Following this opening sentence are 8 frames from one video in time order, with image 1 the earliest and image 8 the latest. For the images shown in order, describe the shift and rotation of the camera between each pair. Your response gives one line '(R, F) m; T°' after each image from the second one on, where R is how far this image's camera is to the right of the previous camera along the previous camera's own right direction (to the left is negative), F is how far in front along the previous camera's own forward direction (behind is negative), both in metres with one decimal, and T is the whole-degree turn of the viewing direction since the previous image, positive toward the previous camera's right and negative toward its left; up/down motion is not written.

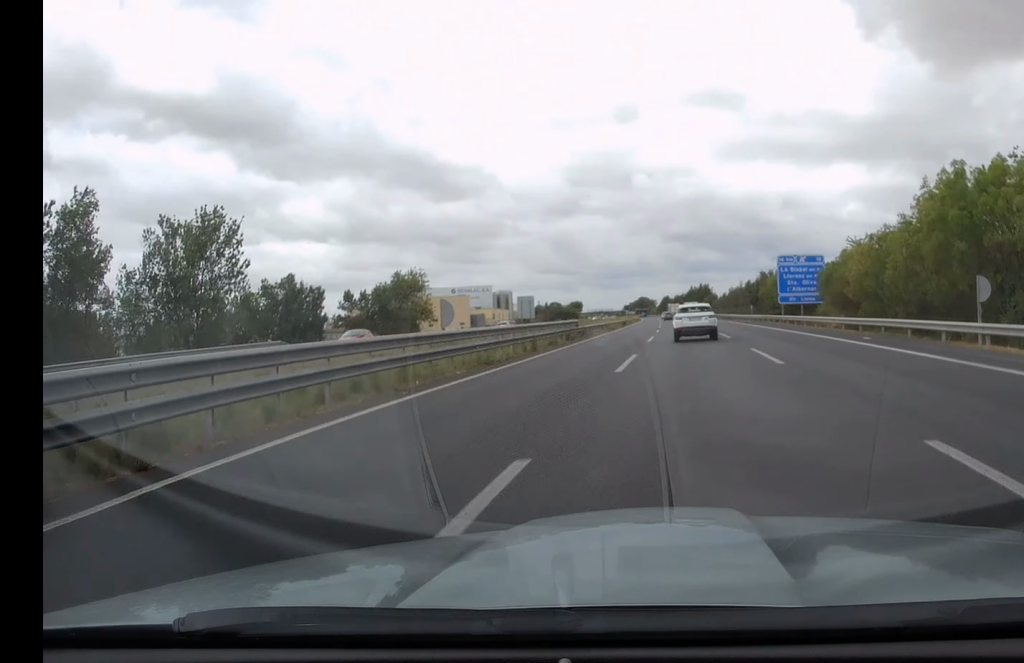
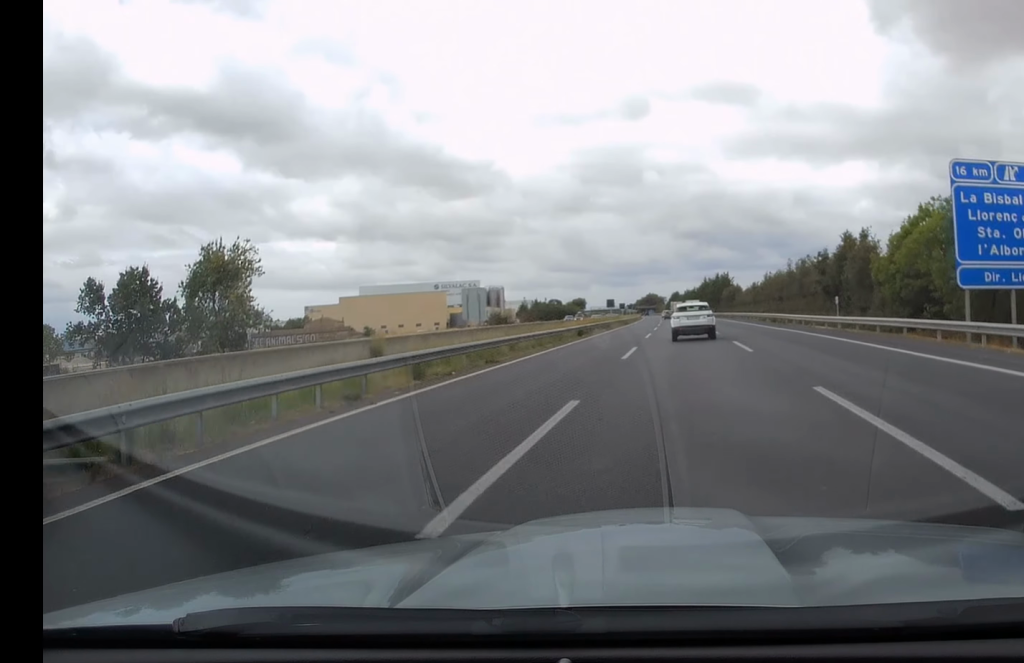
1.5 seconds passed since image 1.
(-0.6, +47.5) m; -1°
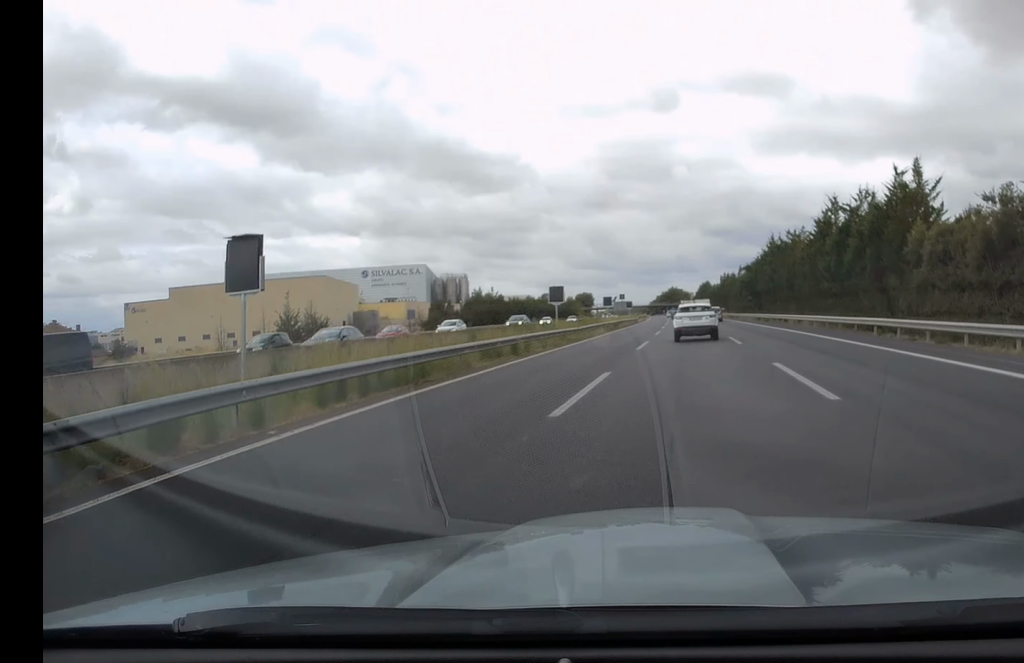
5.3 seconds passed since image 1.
(-1.1, +116.9) m; -2°
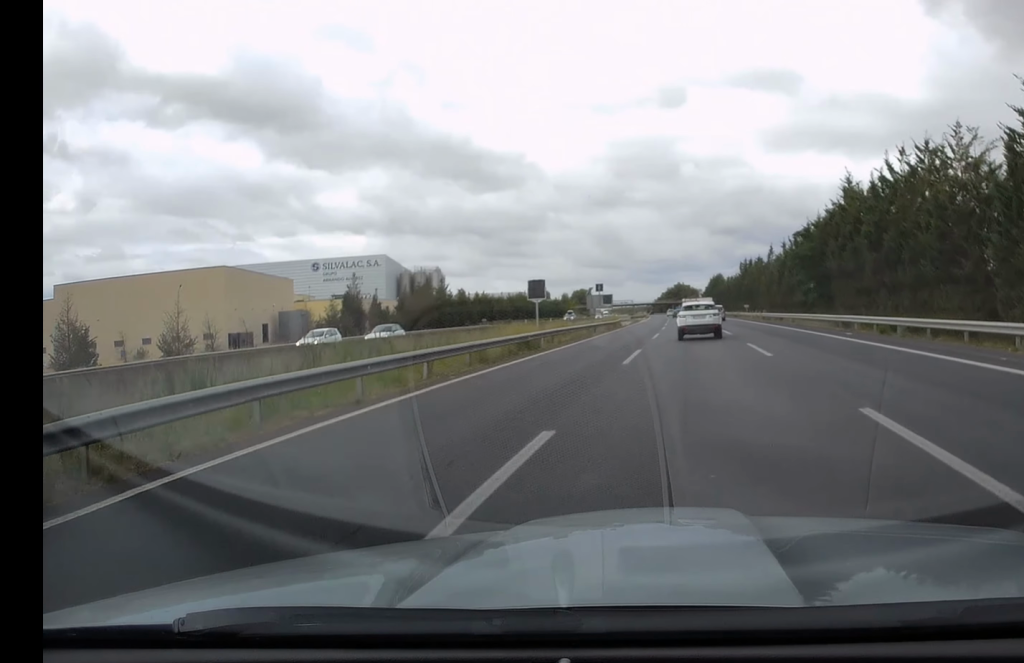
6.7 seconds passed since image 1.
(-0.3, +43.5) m; -1°
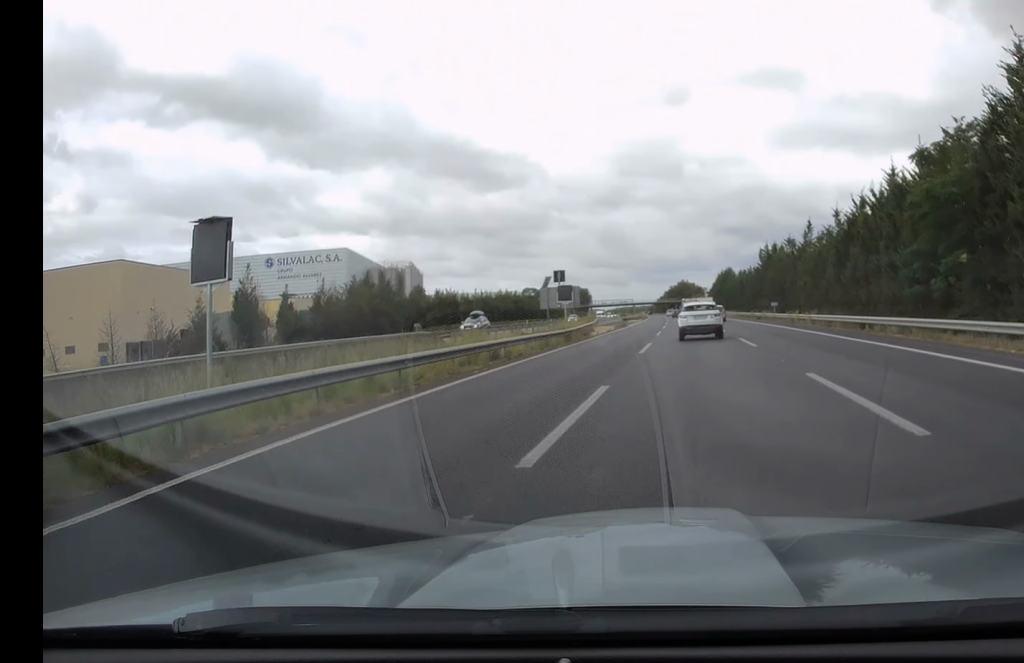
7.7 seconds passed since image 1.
(-0.3, +30.0) m; 0°
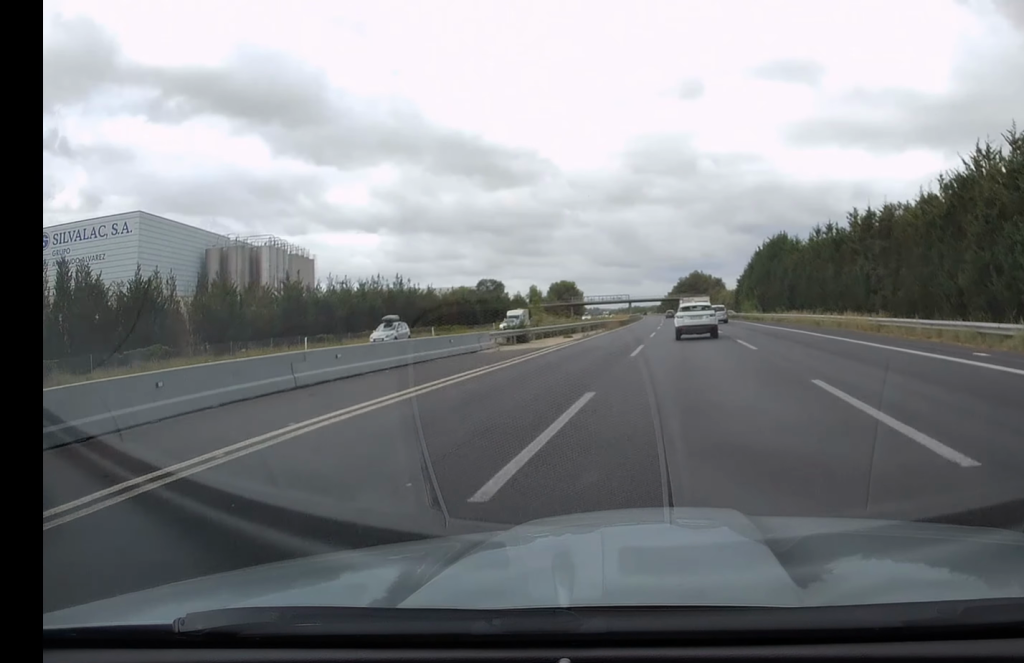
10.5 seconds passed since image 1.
(-0.6, +89.3) m; -1°
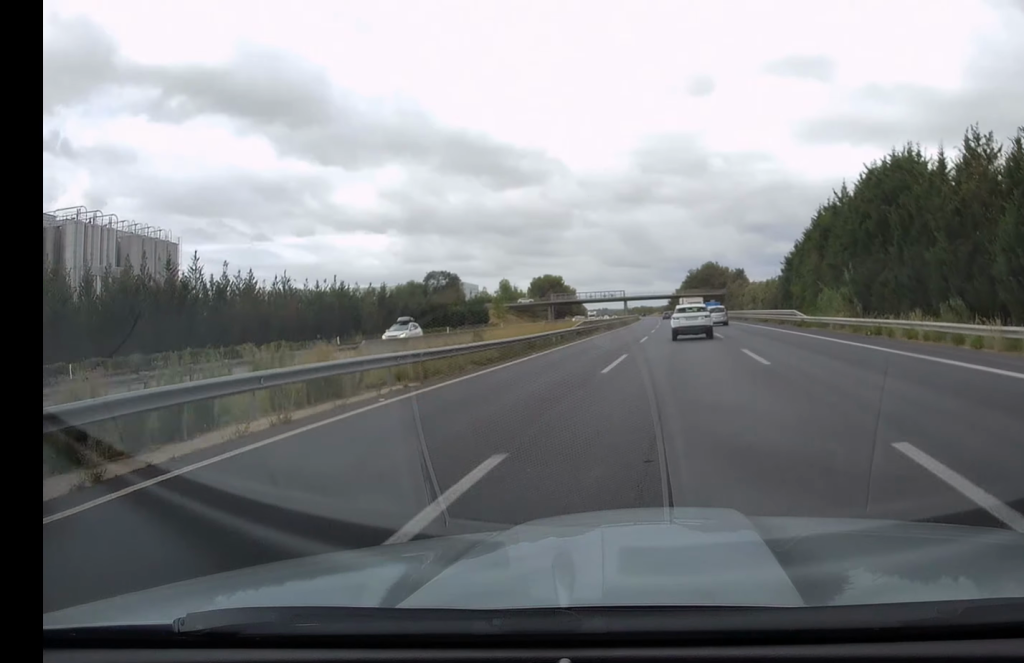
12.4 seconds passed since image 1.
(-0.6, +58.5) m; -1°
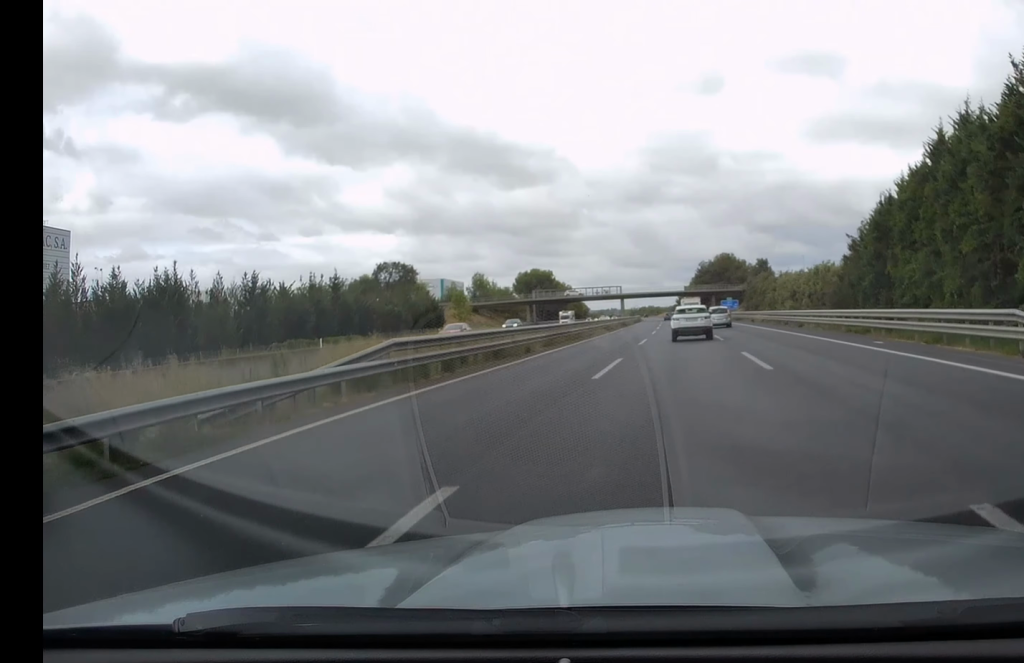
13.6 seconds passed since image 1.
(+0.1, +36.8) m; 0°
